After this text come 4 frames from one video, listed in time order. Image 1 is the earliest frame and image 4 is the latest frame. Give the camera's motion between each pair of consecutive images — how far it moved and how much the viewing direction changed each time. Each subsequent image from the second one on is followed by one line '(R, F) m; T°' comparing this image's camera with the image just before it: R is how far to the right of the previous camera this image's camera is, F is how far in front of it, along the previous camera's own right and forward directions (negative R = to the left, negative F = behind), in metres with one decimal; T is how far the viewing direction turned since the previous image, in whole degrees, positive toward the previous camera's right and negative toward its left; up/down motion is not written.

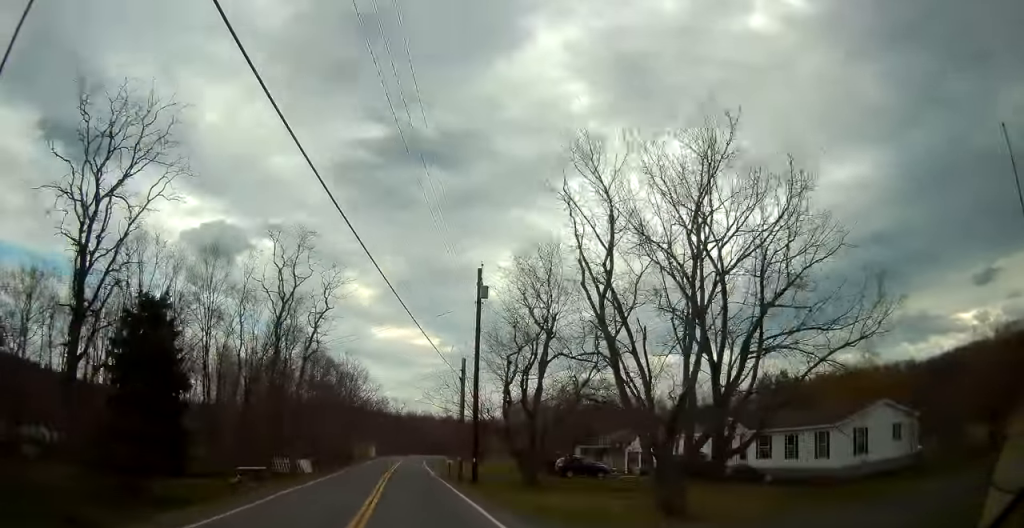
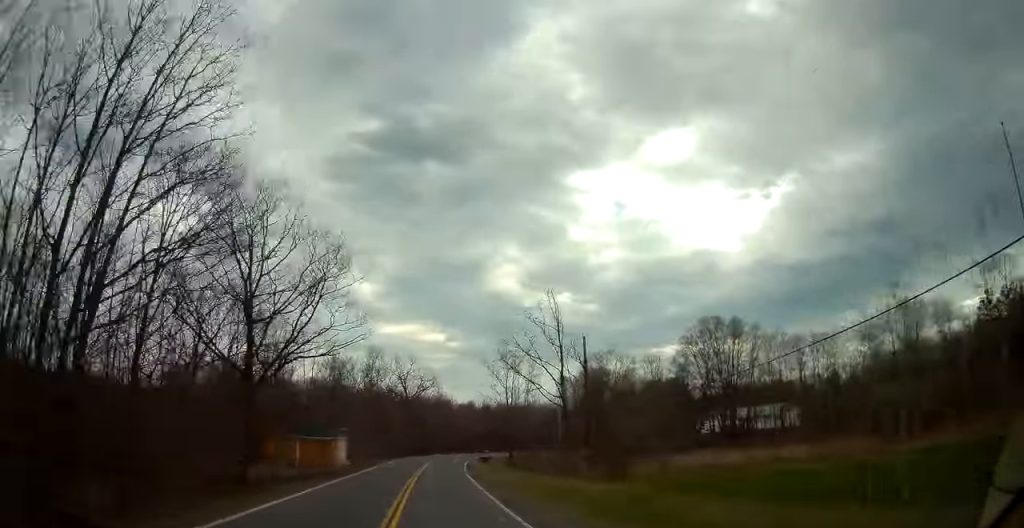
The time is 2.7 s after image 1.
(-2.9, +63.5) m; -2°
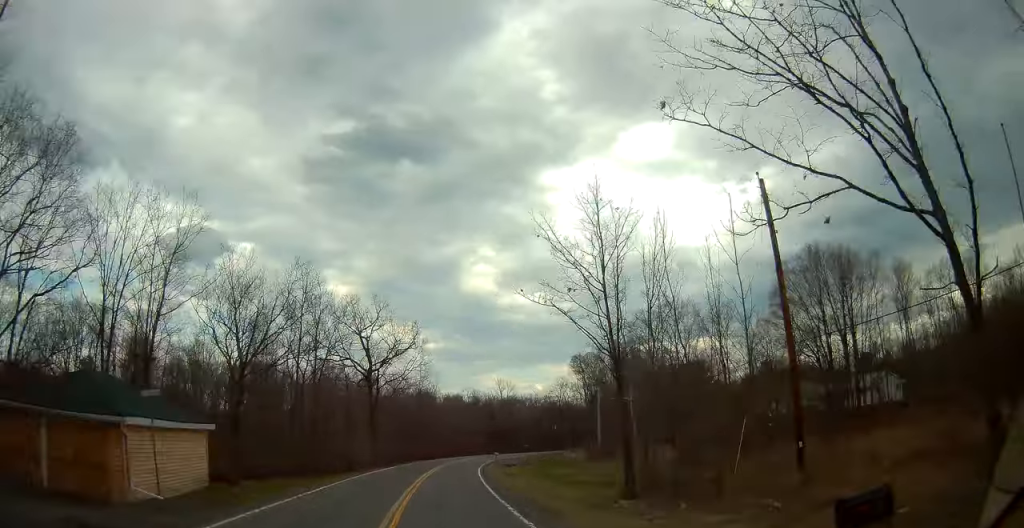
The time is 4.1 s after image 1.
(+0.9, +31.6) m; +3°
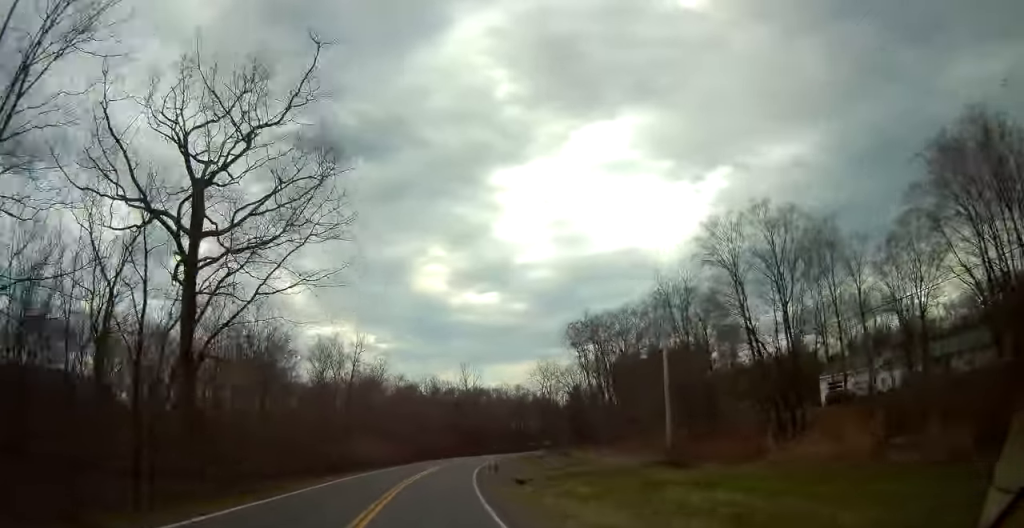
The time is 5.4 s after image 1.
(+0.7, +30.7) m; +3°
